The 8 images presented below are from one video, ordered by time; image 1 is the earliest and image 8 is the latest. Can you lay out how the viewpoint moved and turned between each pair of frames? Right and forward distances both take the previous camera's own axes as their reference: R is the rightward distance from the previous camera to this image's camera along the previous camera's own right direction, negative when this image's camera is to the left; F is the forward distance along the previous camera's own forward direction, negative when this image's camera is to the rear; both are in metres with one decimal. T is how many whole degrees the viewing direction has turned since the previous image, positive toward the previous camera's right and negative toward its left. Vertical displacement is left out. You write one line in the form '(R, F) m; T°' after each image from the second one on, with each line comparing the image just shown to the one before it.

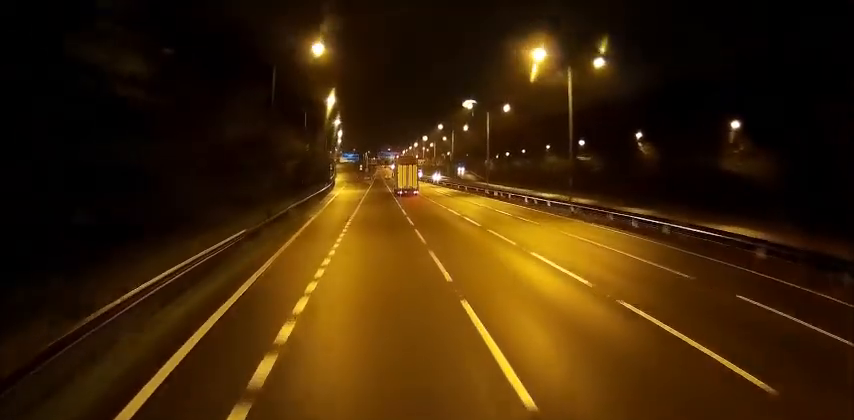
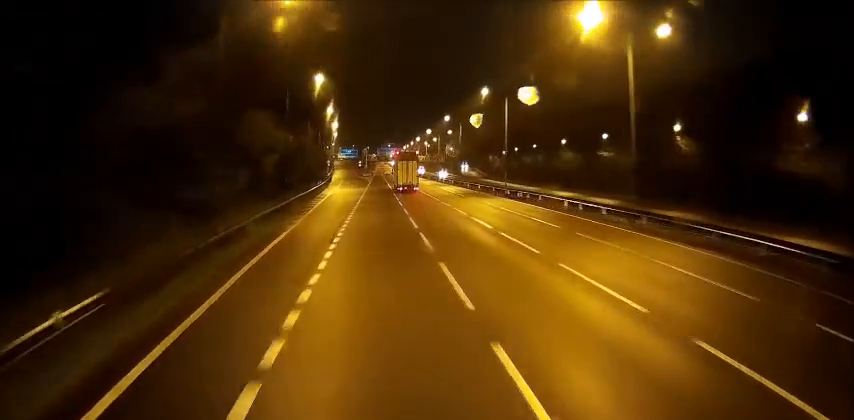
(0.0, +12.3) m; 0°
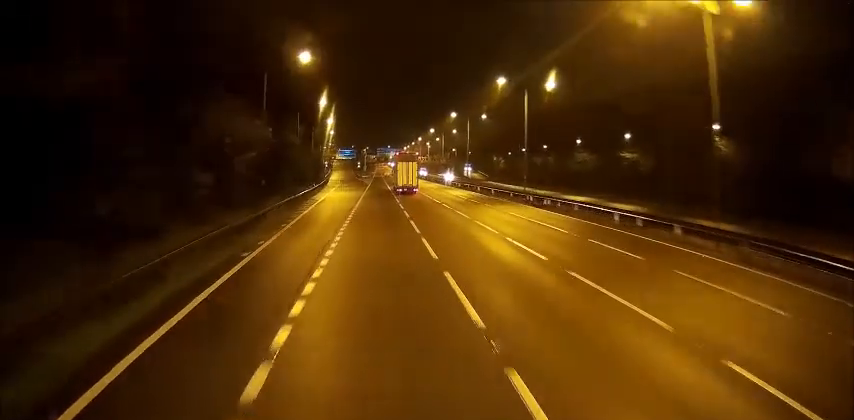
(0.0, +9.8) m; 0°
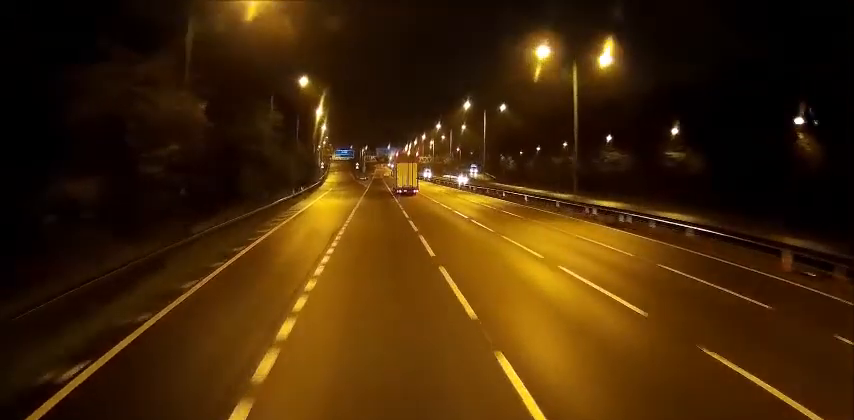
(0.0, +16.4) m; 0°
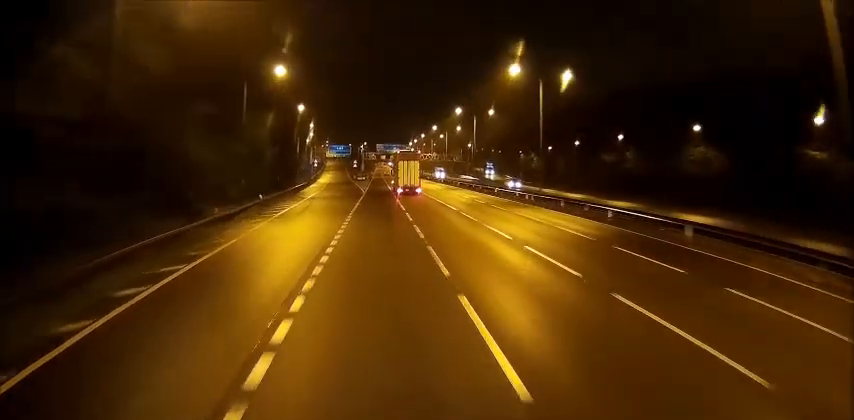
(0.0, +30.4) m; 0°
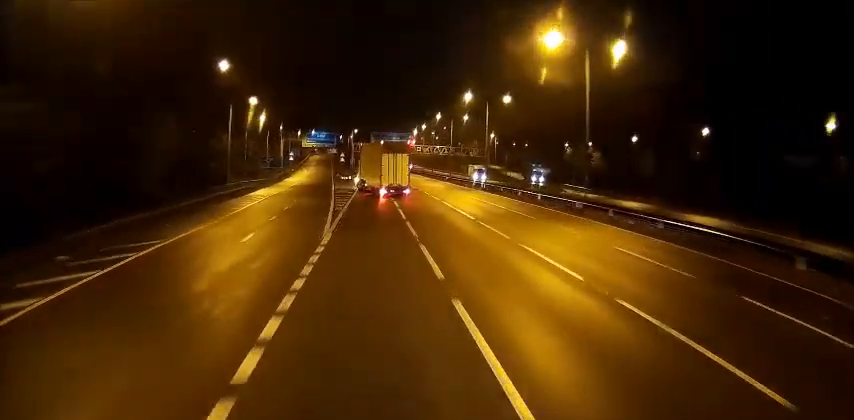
(-0.1, +53.5) m; 0°
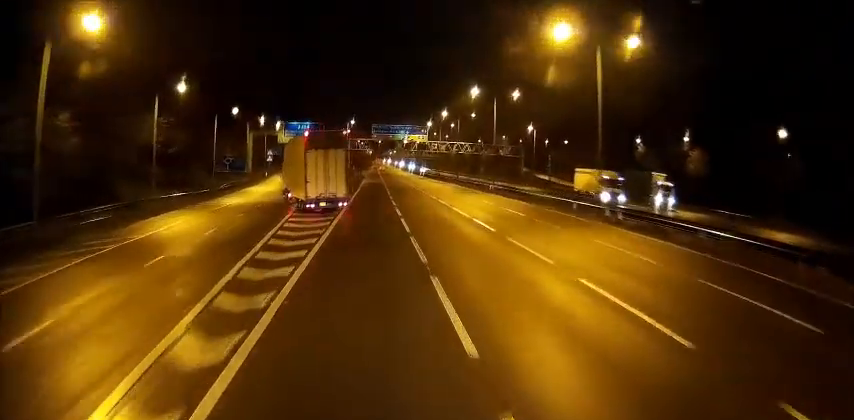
(0.0, +41.5) m; 0°
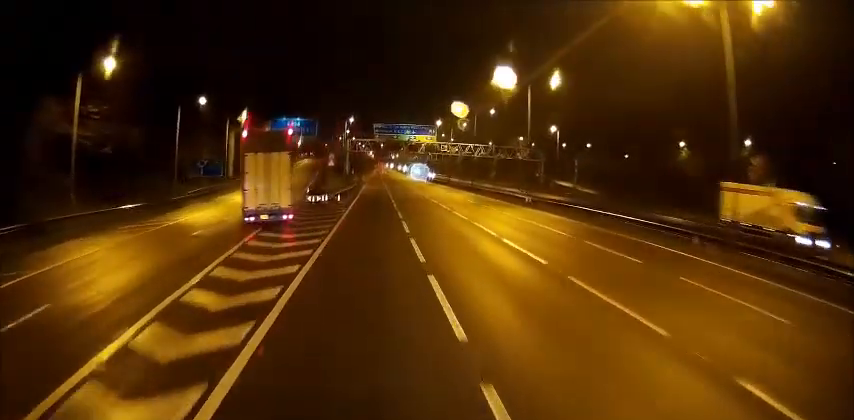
(0.0, +16.9) m; 0°
